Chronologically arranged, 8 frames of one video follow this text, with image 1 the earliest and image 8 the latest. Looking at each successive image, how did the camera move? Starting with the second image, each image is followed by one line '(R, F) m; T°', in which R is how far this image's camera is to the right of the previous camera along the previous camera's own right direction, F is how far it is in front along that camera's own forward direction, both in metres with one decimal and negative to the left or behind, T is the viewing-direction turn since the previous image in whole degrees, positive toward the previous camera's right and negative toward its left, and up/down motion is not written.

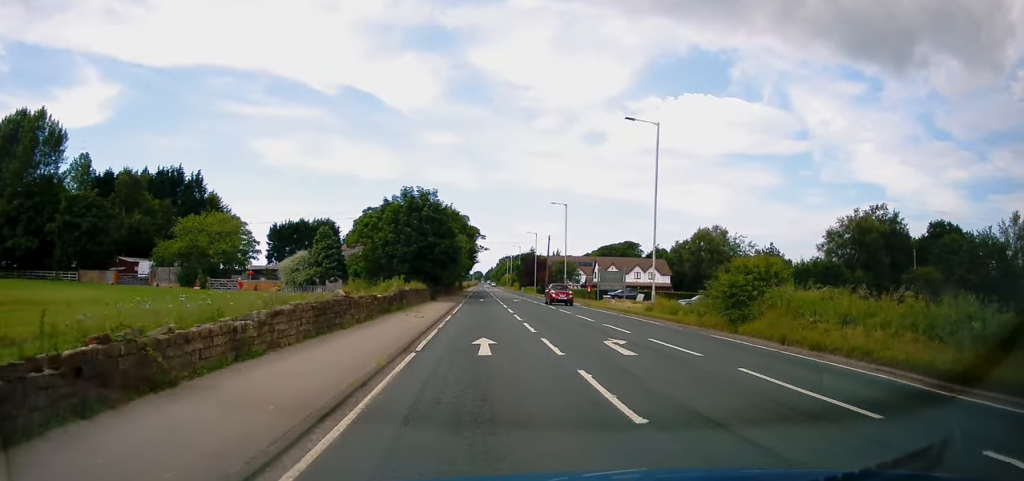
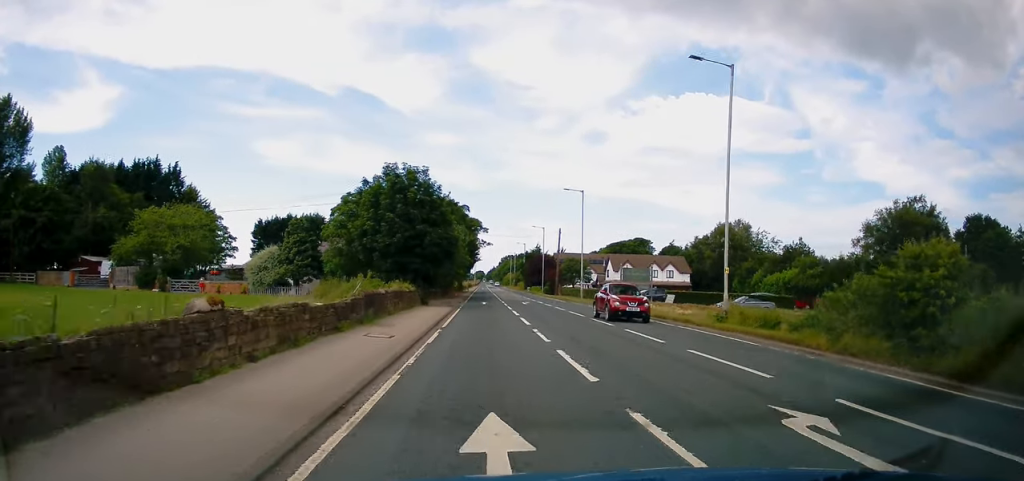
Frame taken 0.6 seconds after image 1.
(+0.2, +9.8) m; 0°
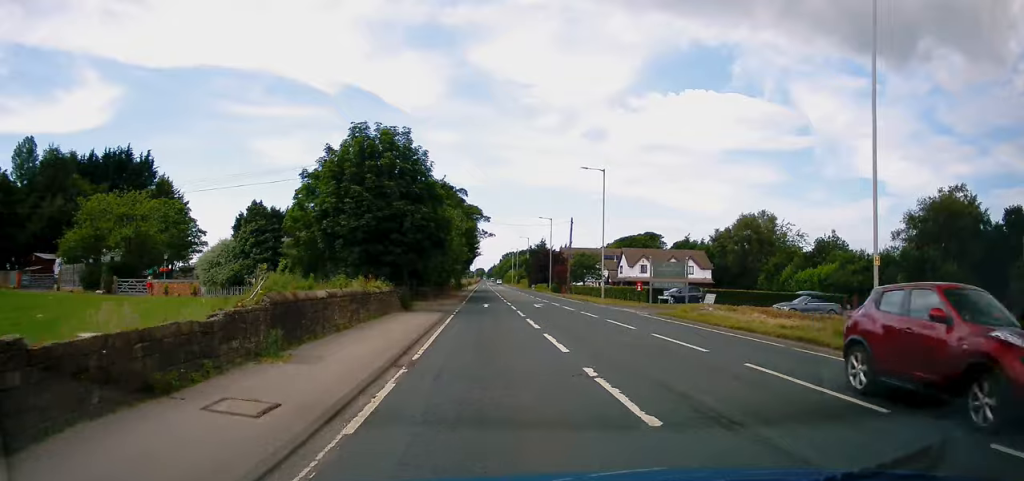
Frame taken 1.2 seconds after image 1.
(-0.1, +9.0) m; 0°
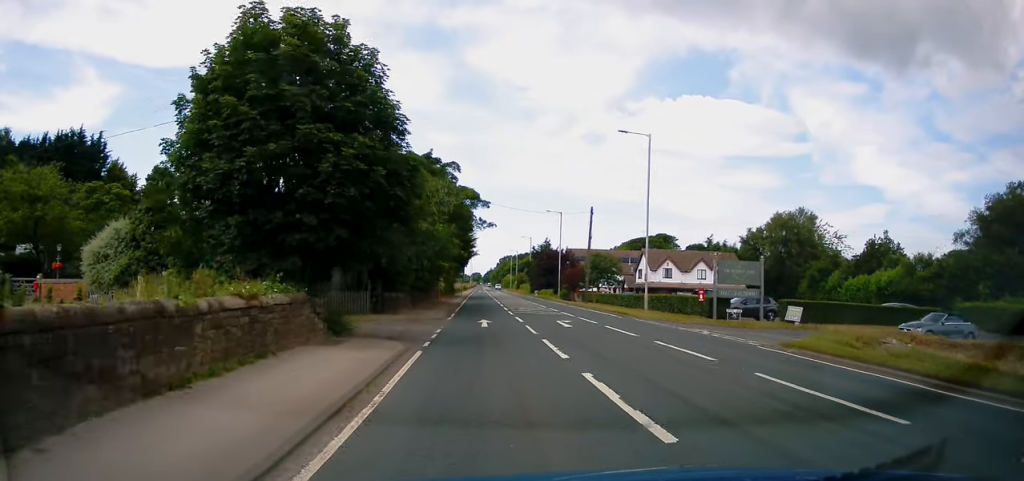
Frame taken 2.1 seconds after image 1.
(-0.1, +12.8) m; 0°
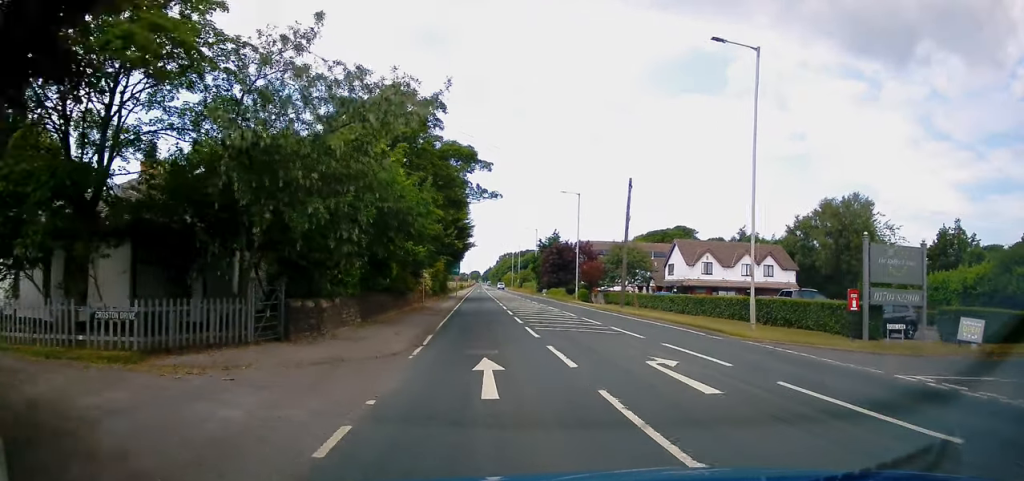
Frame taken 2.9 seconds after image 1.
(+0.2, +13.3) m; +1°
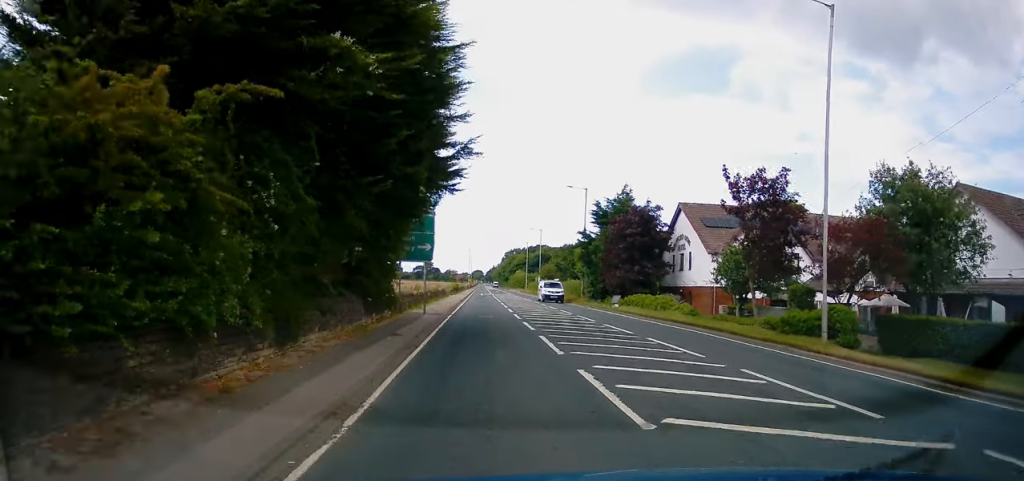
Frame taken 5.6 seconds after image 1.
(-0.9, +40.7) m; -1°
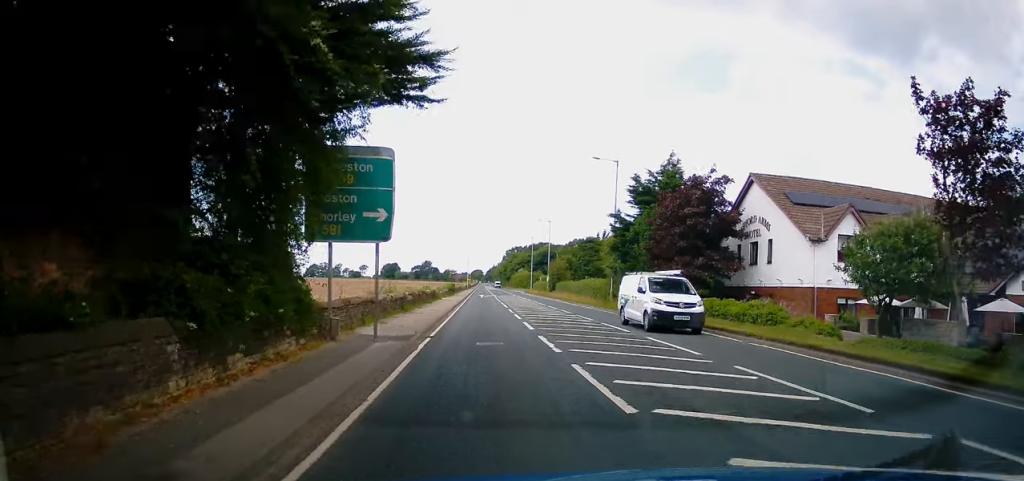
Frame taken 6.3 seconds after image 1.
(+0.1, +11.9) m; +1°
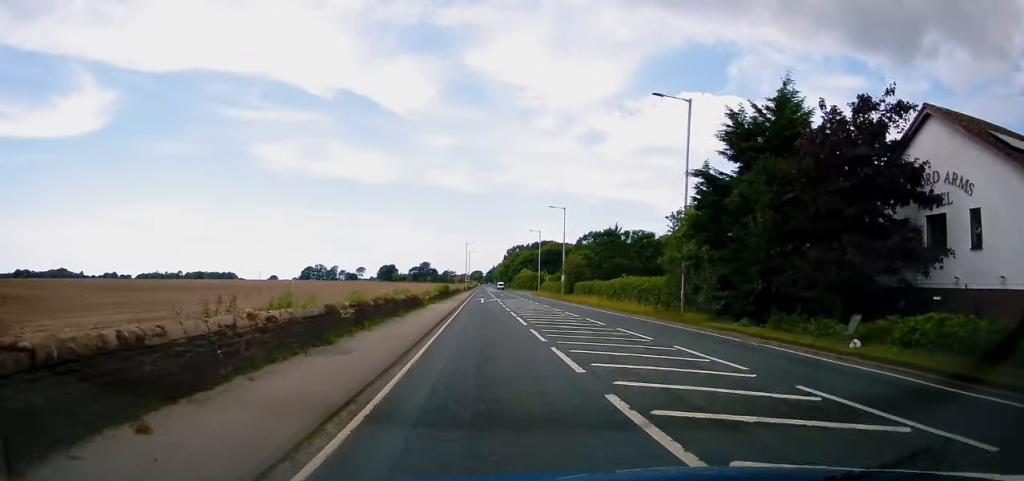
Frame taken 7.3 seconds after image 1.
(+0.1, +14.7) m; 0°
